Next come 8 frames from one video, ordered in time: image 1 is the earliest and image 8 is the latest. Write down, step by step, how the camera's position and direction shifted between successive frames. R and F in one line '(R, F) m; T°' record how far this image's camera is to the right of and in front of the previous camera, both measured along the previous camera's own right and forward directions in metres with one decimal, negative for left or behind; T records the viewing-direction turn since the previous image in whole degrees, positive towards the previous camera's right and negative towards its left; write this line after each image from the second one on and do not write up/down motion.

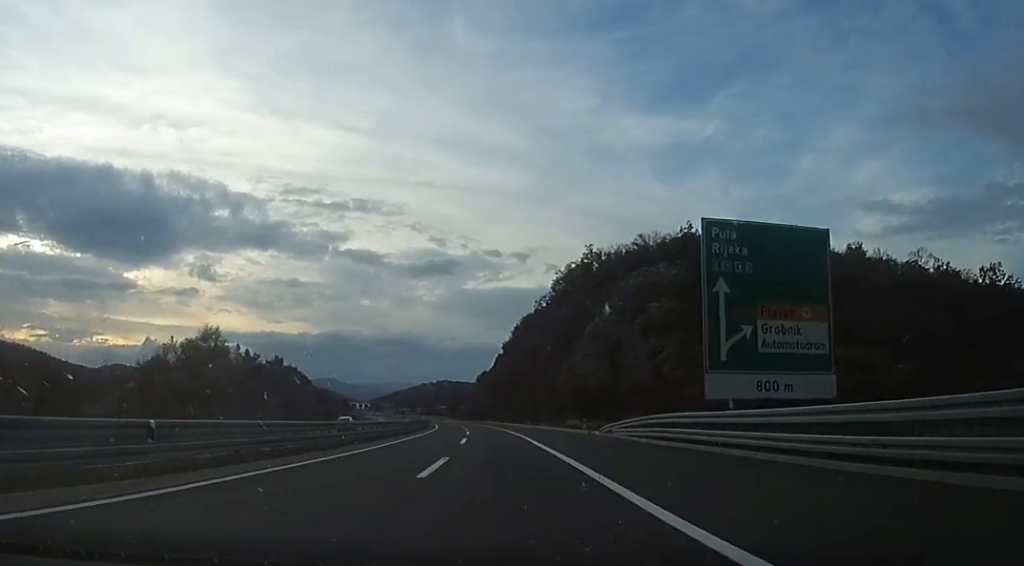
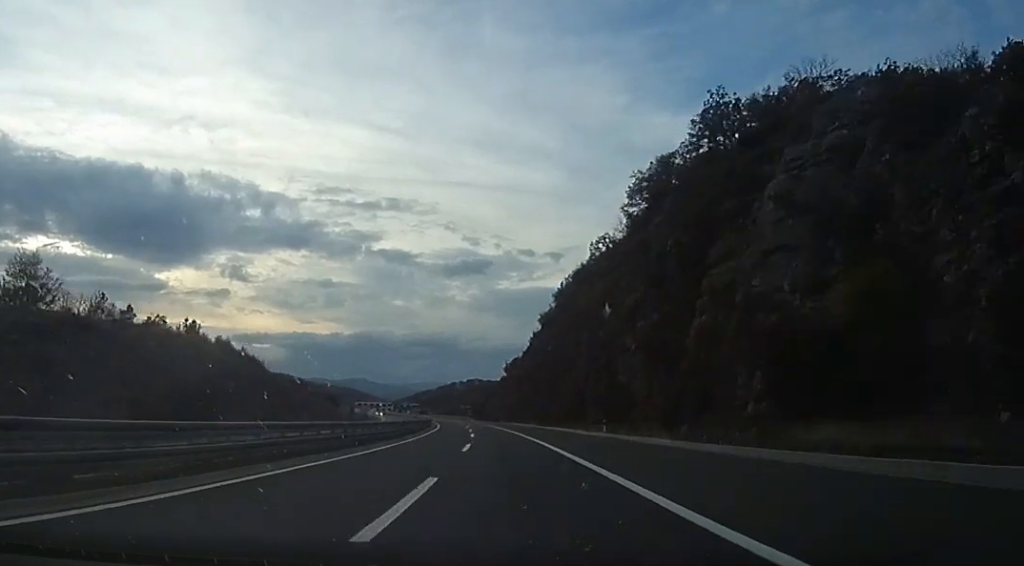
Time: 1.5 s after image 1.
(-0.7, +42.3) m; -3°
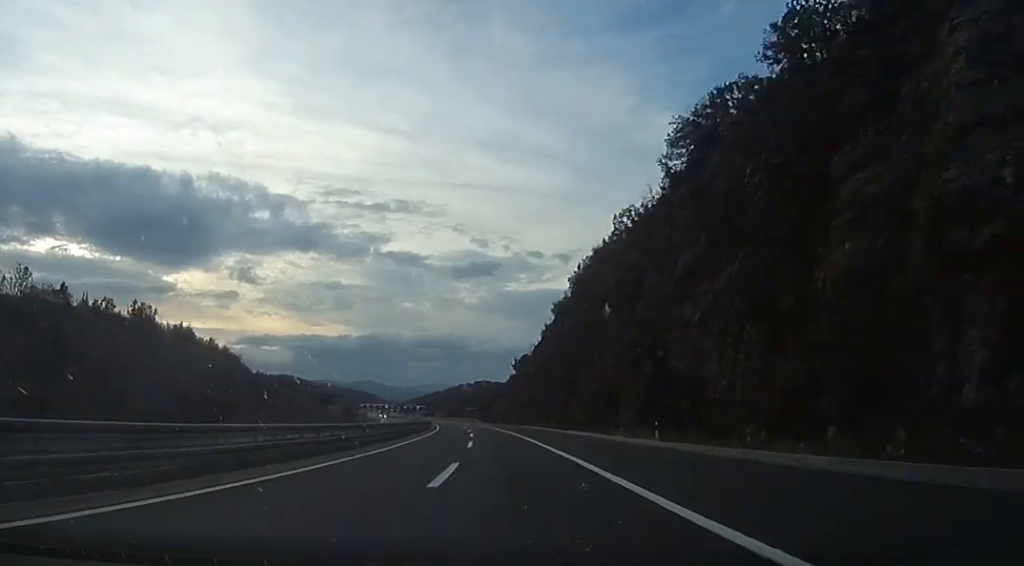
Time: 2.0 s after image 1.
(0.0, +12.3) m; 0°
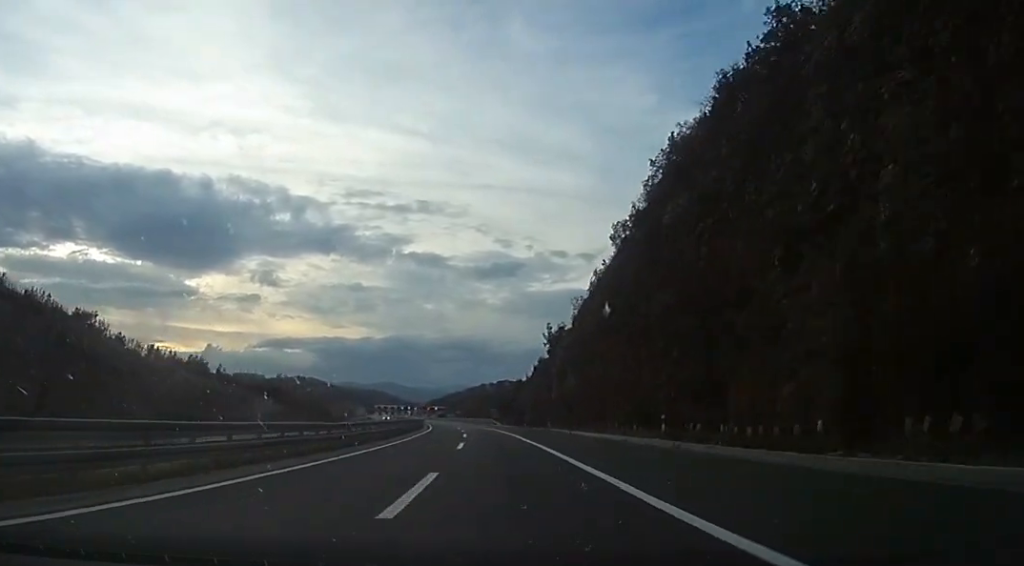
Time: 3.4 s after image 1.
(0.0, +39.4) m; -3°
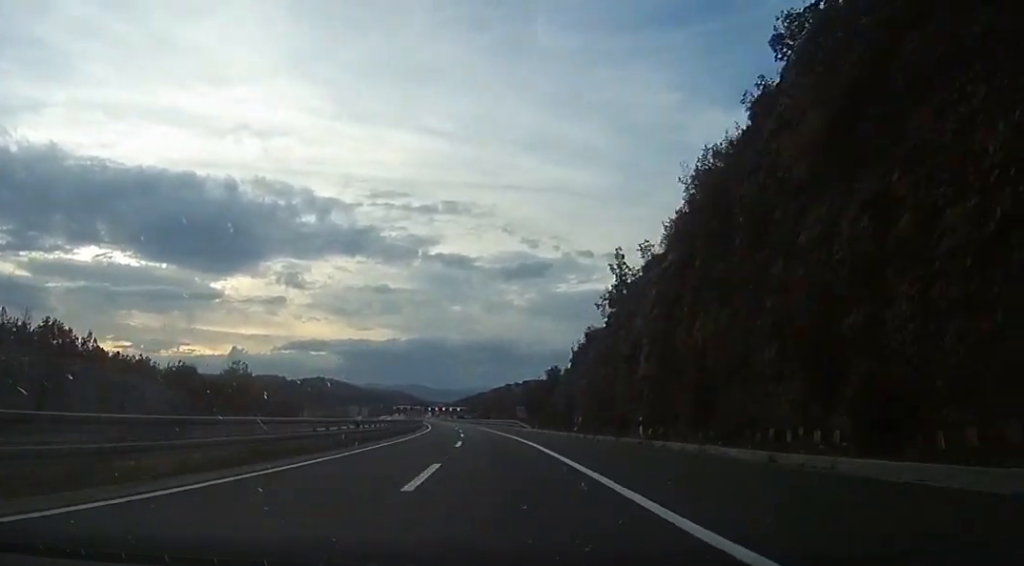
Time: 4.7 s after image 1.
(-1.6, +33.0) m; -4°
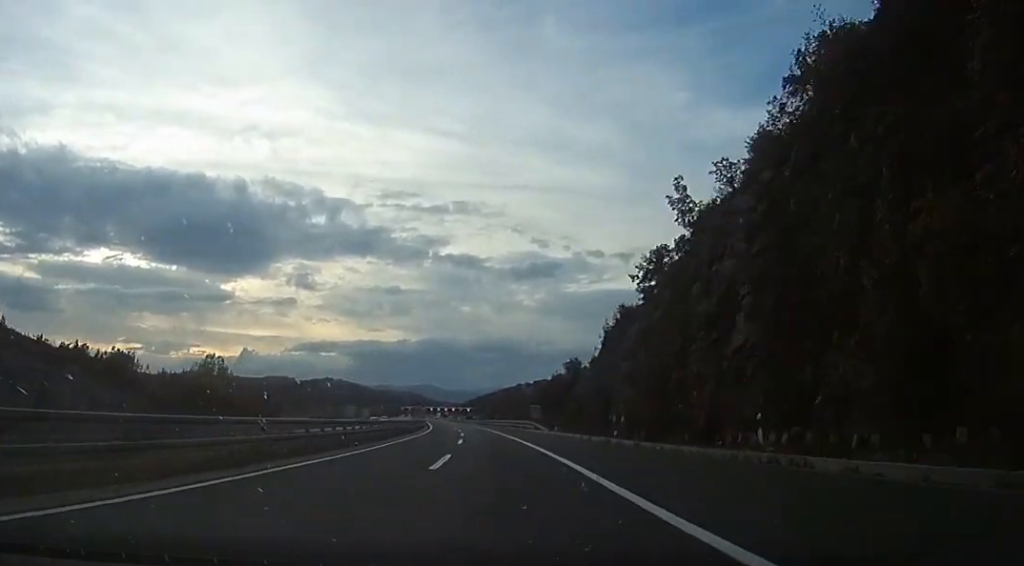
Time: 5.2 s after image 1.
(0.0, +12.9) m; 0°
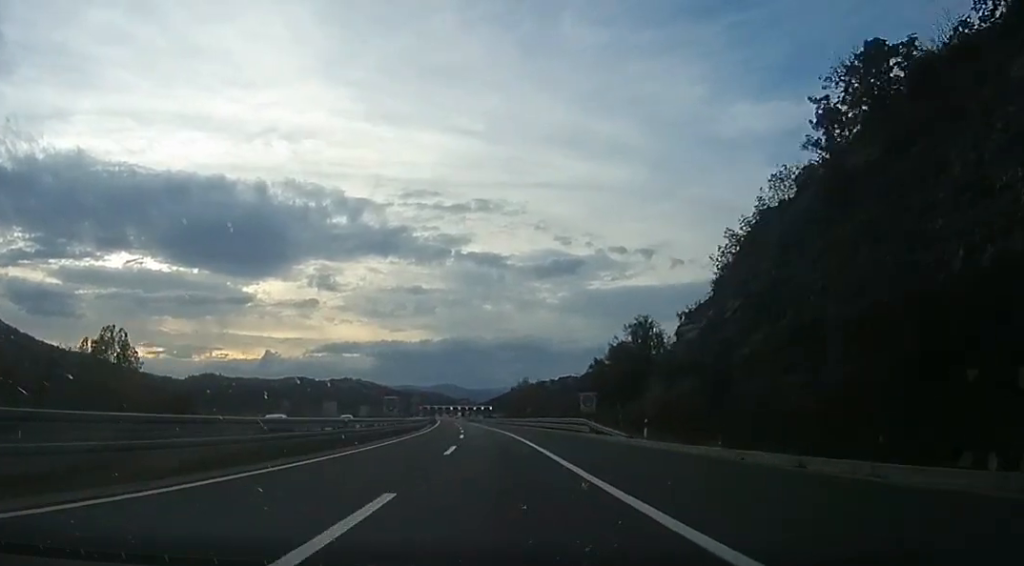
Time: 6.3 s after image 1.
(0.0, +29.9) m; -2°
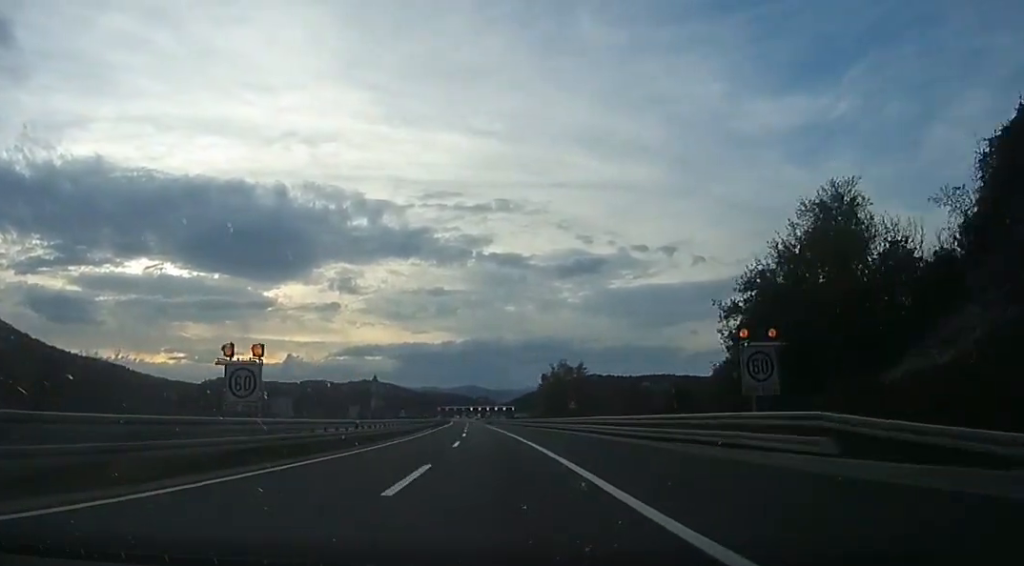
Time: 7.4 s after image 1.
(-1.3, +29.8) m; -1°
